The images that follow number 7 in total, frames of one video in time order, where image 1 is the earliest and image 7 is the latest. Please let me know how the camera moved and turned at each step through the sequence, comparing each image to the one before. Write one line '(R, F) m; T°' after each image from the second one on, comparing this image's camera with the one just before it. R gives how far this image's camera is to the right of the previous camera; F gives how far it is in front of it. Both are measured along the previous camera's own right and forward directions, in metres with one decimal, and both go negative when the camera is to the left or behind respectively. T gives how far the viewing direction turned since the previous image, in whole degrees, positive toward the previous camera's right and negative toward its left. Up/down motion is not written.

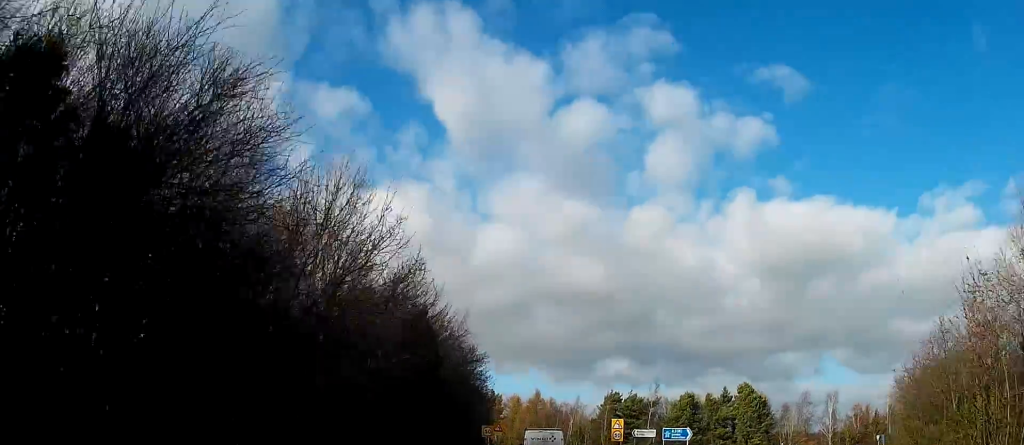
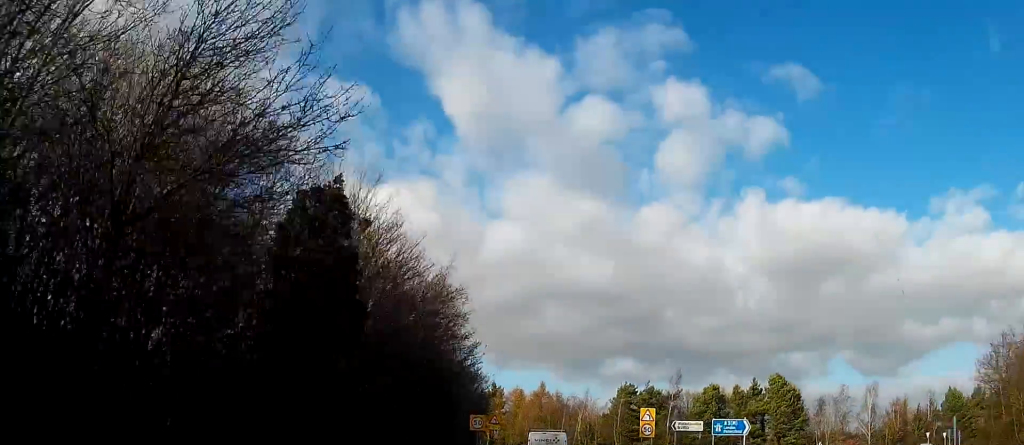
(0.0, +8.5) m; +1°
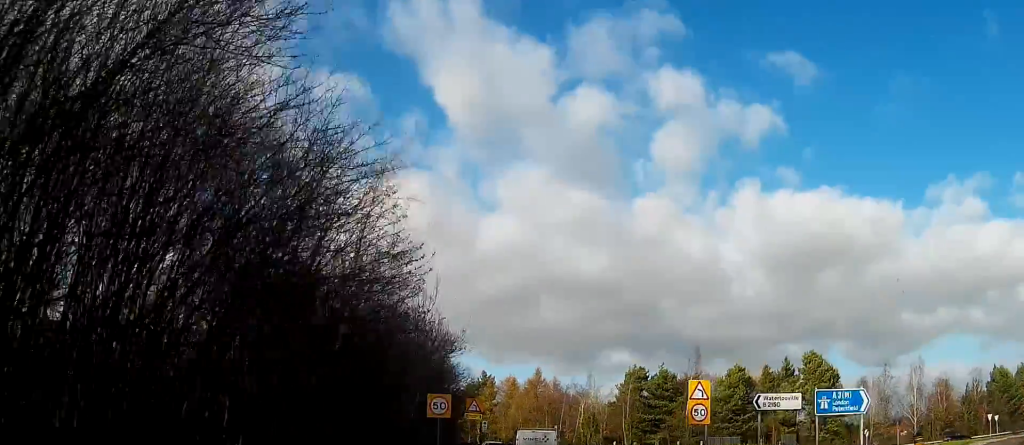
(+0.1, +9.6) m; +2°
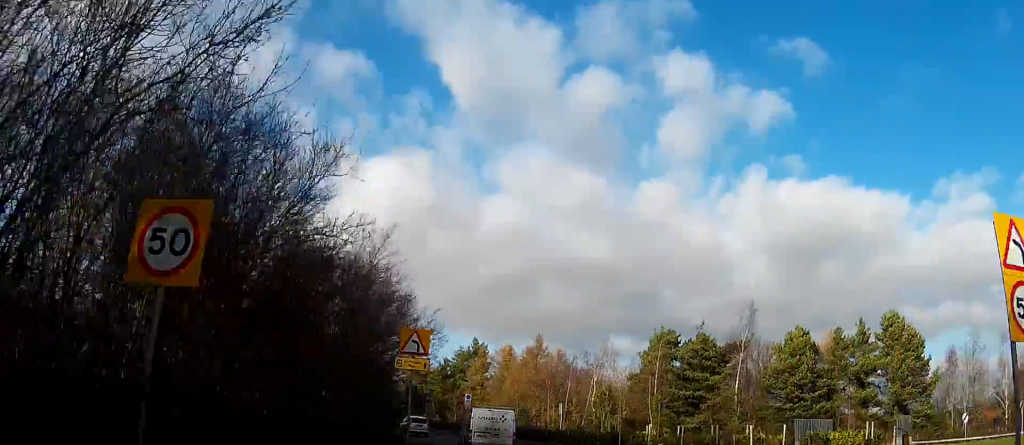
(+0.3, +13.1) m; +1°
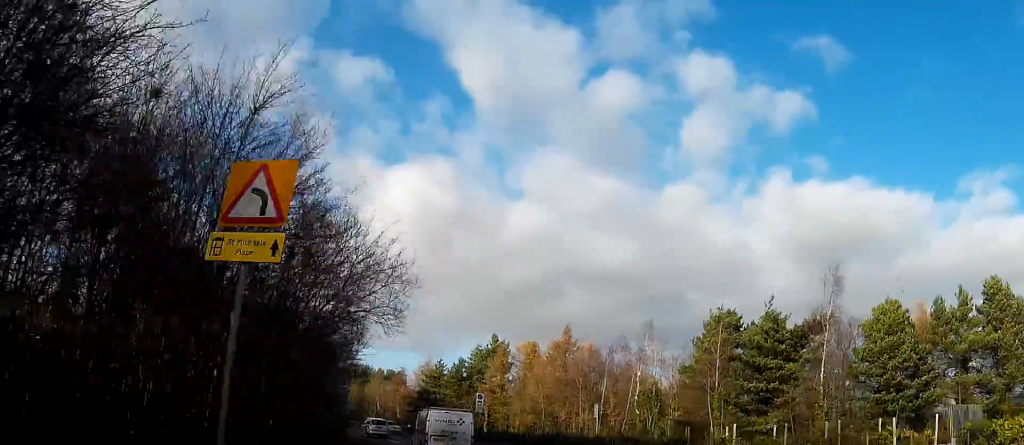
(0.0, +9.4) m; -2°
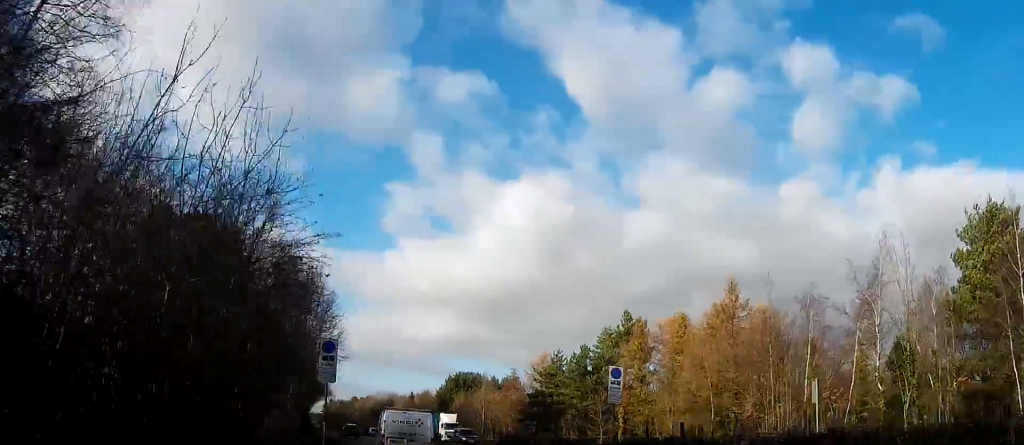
(-1.2, +17.9) m; -9°
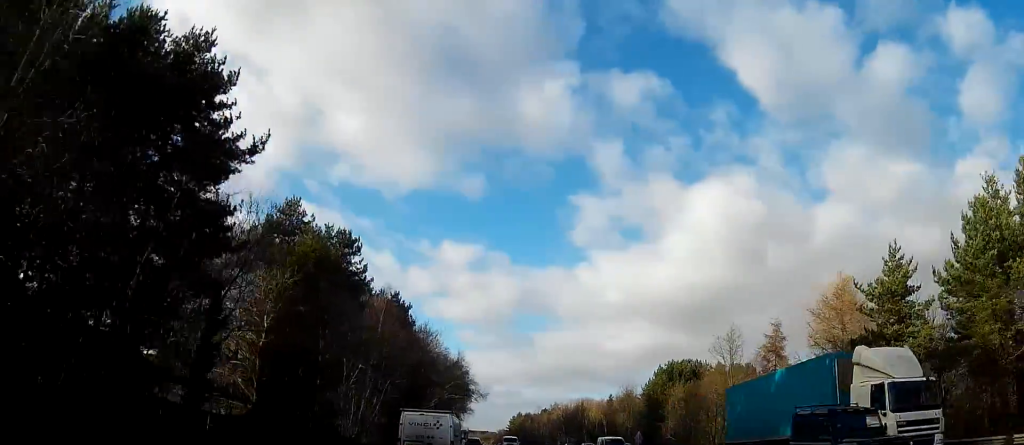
(-4.0, +36.3) m; -5°
